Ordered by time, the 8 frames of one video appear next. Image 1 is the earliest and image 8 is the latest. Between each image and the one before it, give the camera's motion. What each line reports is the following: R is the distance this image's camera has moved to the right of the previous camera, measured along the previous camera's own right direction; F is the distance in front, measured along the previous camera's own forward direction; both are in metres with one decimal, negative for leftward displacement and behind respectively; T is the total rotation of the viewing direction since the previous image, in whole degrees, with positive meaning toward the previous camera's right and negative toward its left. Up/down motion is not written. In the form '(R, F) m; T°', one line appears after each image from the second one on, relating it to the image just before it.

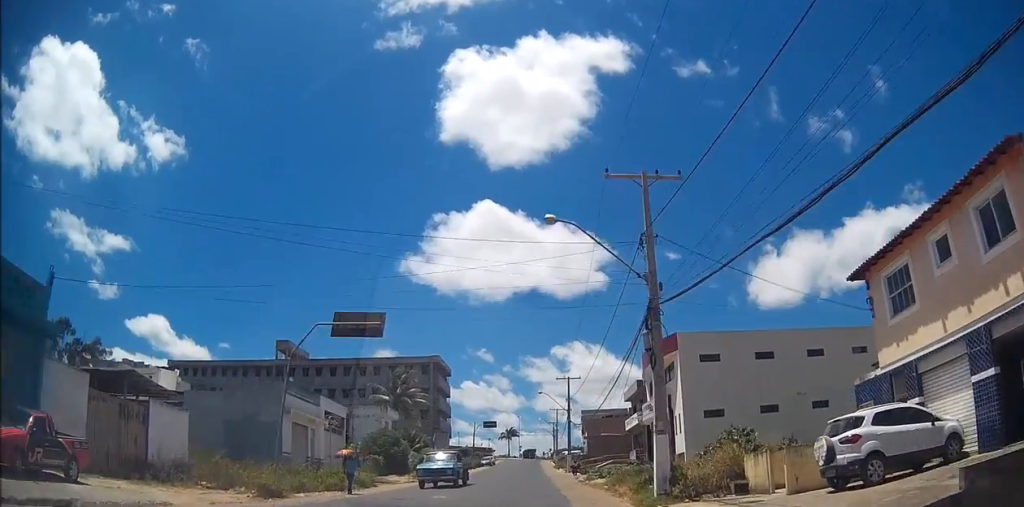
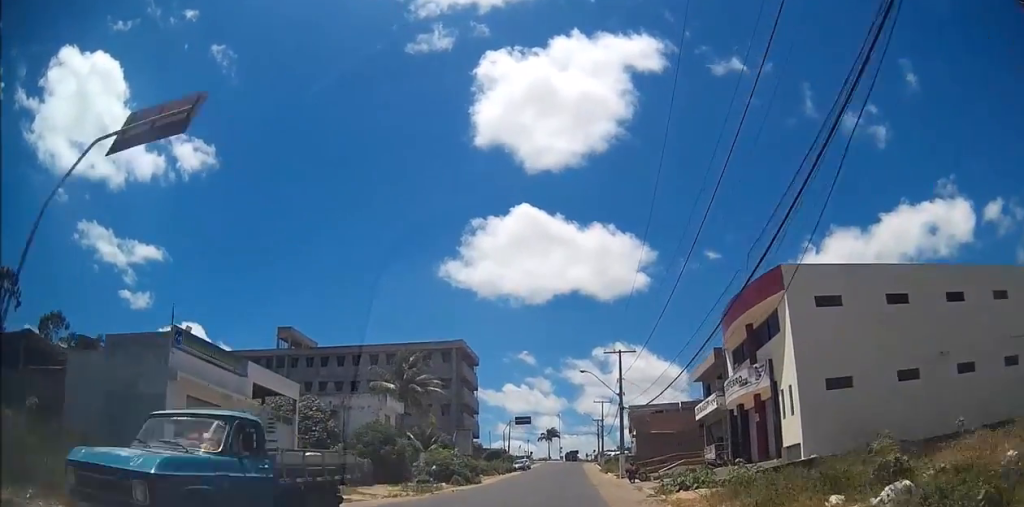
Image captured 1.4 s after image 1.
(-0.6, +14.7) m; -2°
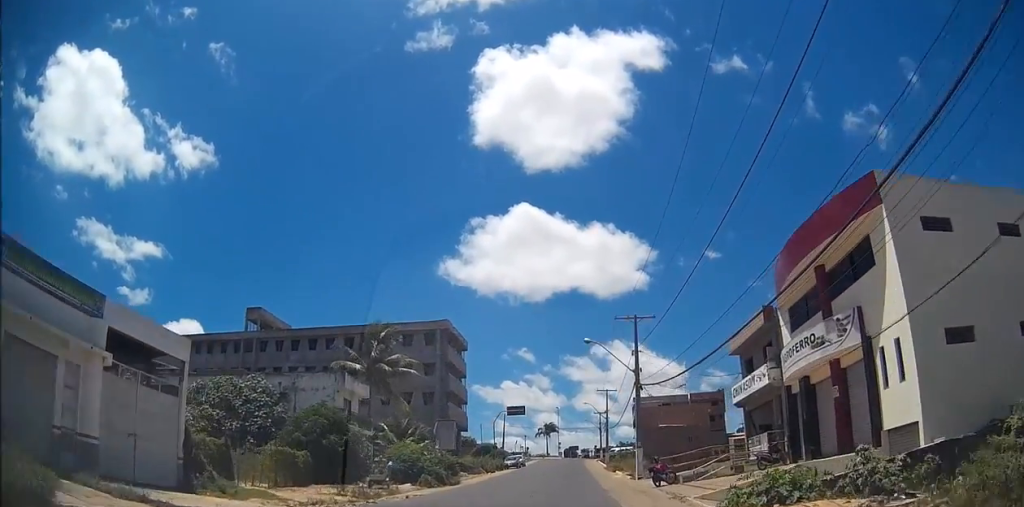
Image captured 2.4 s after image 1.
(0.0, +10.2) m; 0°
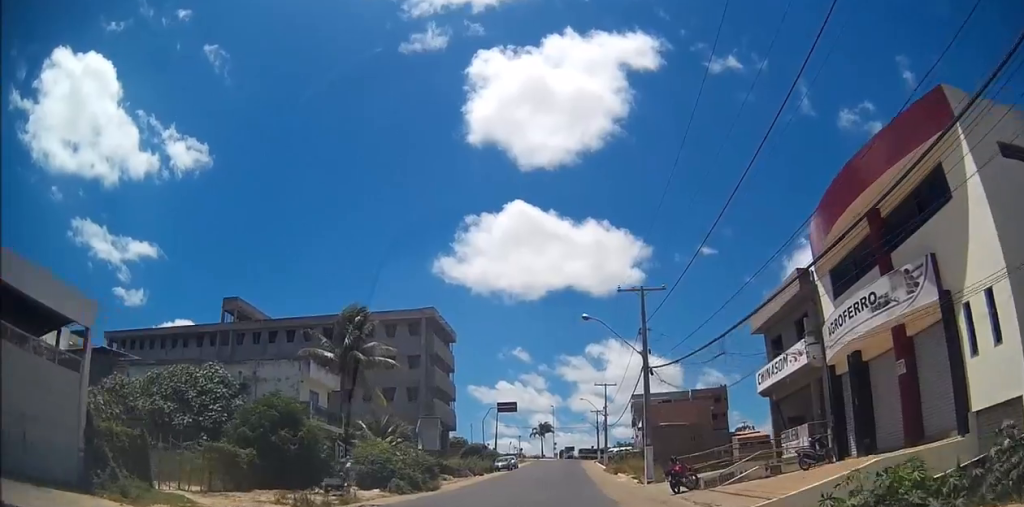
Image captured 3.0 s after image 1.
(0.0, +5.4) m; 0°
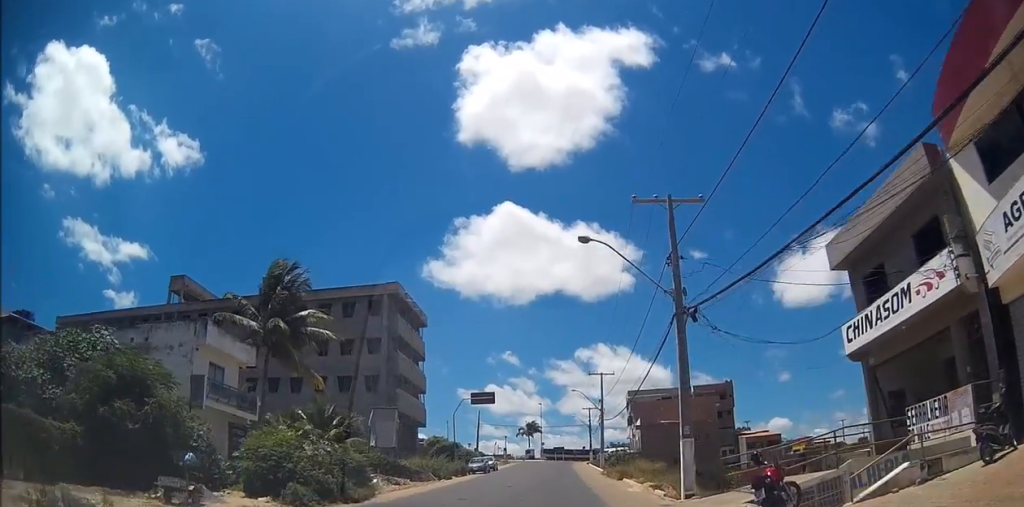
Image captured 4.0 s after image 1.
(0.0, +10.9) m; 0°
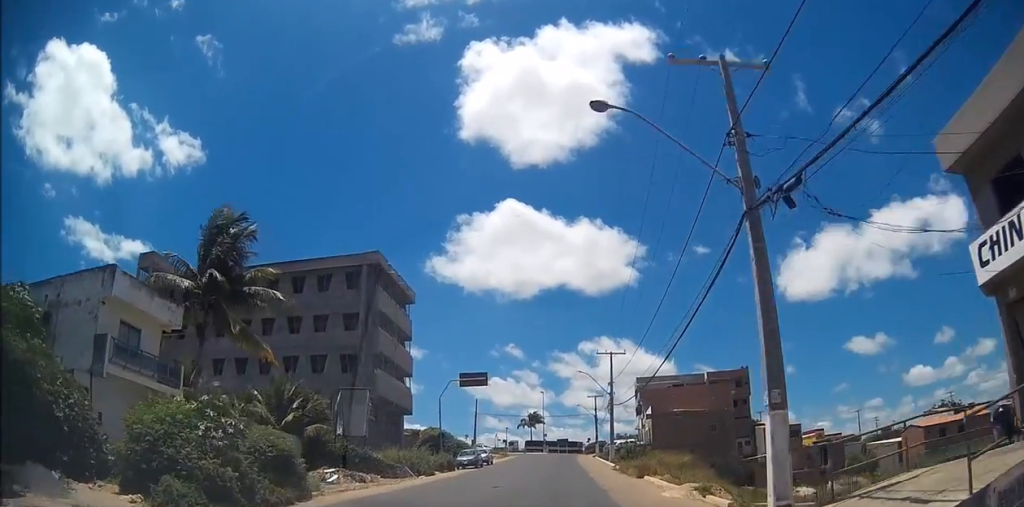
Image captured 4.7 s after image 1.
(0.0, +7.2) m; 0°
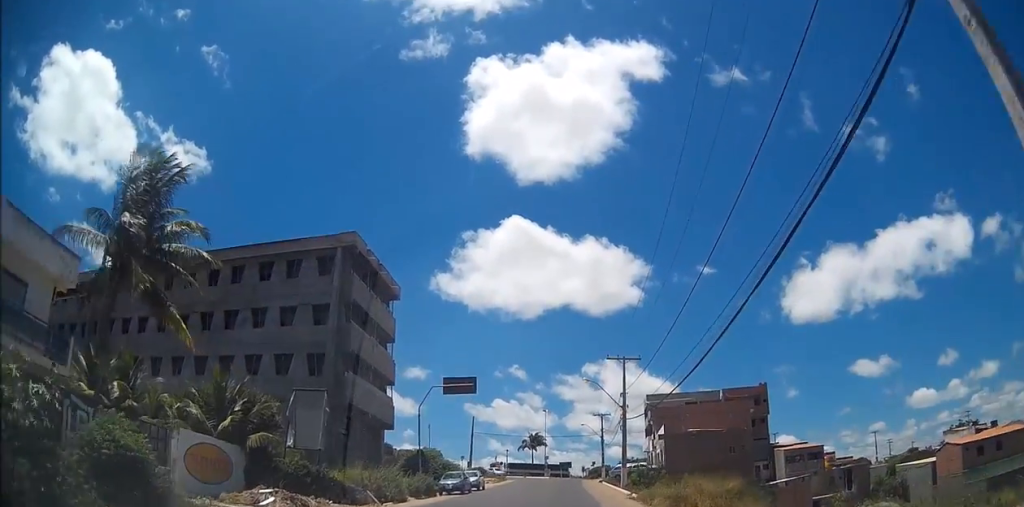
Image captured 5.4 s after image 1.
(0.0, +7.3) m; 0°
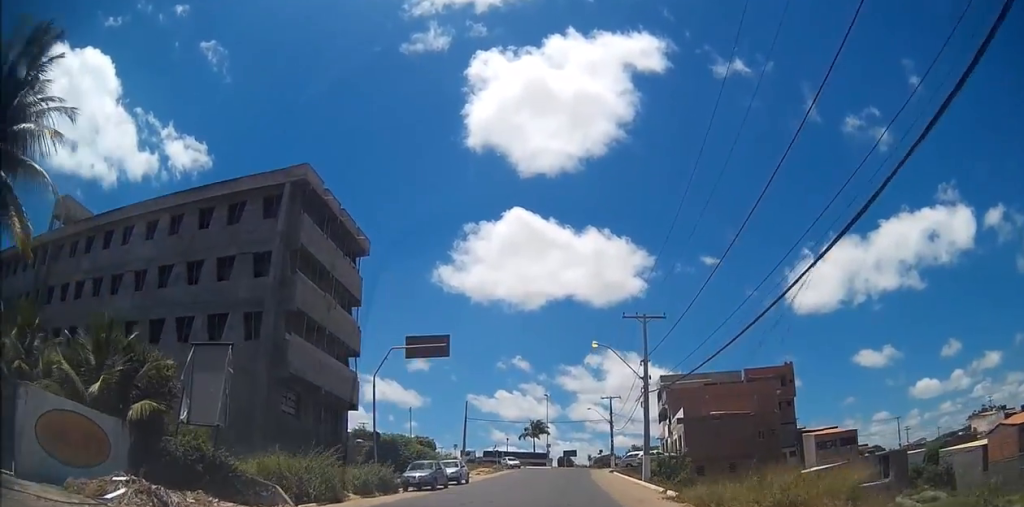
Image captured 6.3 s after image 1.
(0.0, +9.4) m; 0°
